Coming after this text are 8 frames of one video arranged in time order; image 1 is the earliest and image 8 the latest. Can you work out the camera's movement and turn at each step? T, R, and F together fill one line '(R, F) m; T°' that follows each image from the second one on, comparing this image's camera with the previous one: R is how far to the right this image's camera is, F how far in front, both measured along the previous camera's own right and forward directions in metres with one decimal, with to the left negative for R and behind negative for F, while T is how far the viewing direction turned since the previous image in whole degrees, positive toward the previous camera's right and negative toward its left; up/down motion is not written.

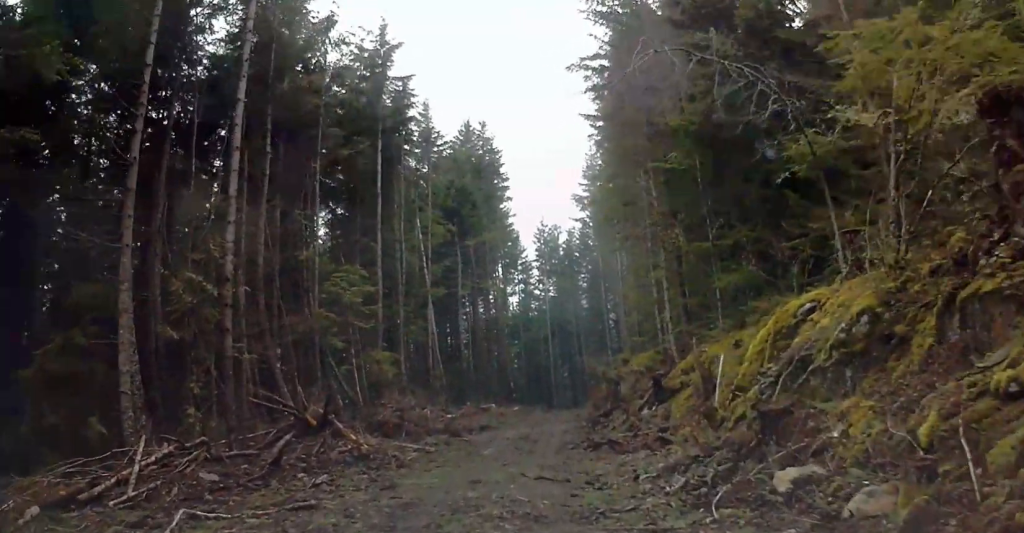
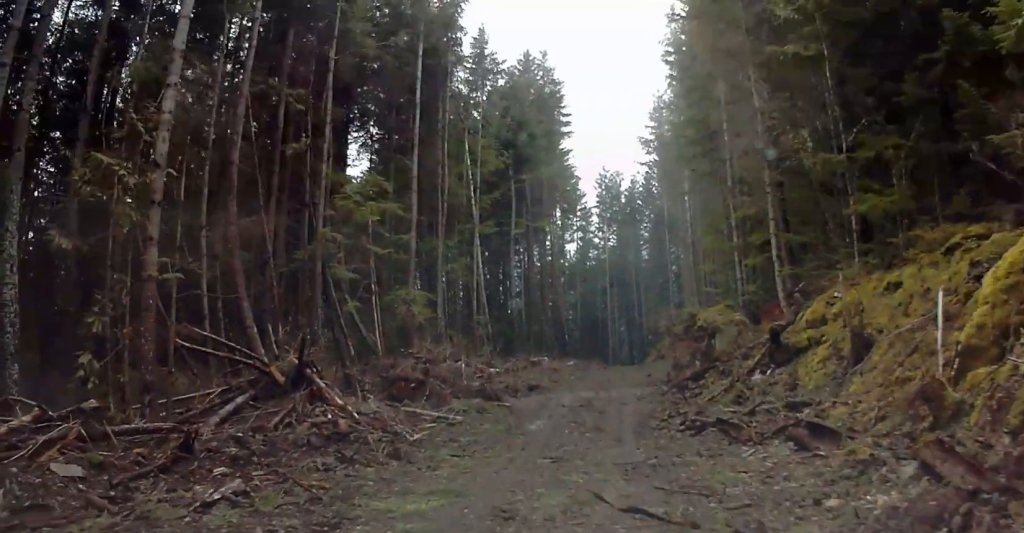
(-0.4, +6.8) m; -3°
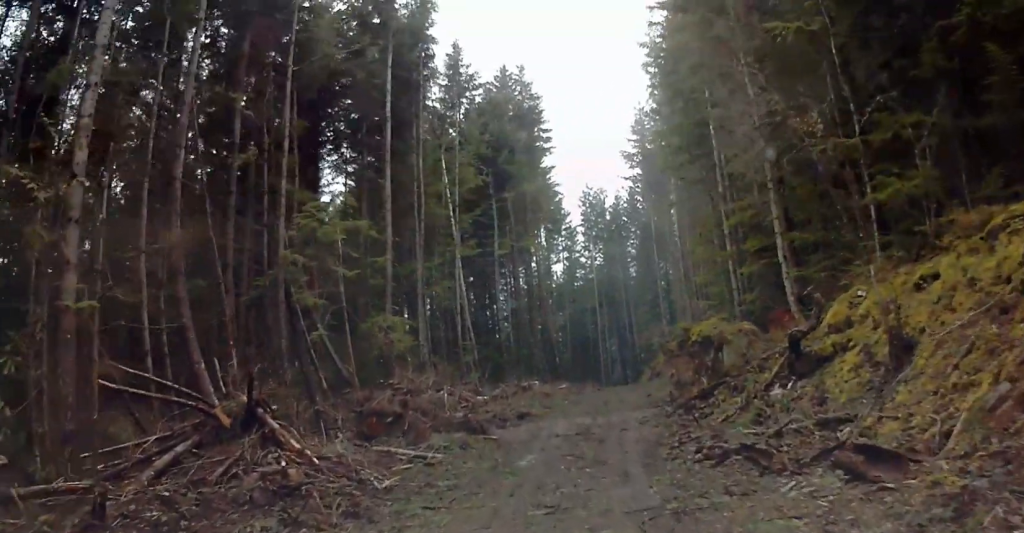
(+0.1, +2.3) m; 0°
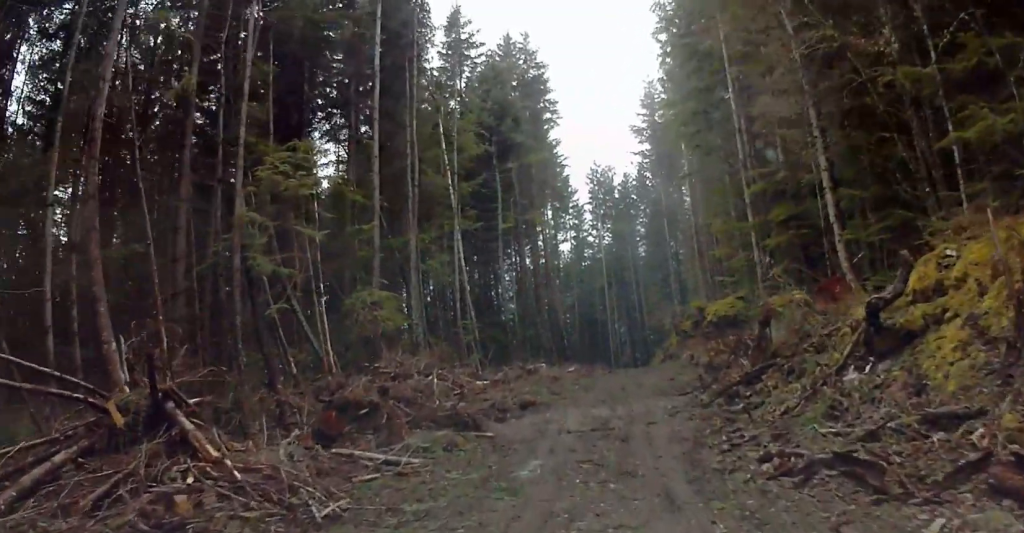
(+0.1, +3.7) m; 0°
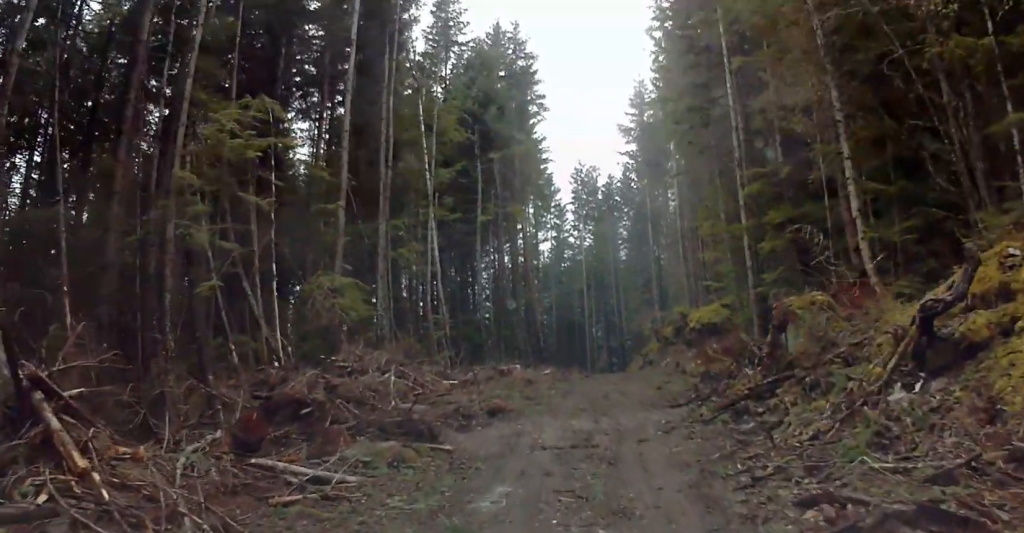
(-0.2, +2.6) m; 0°
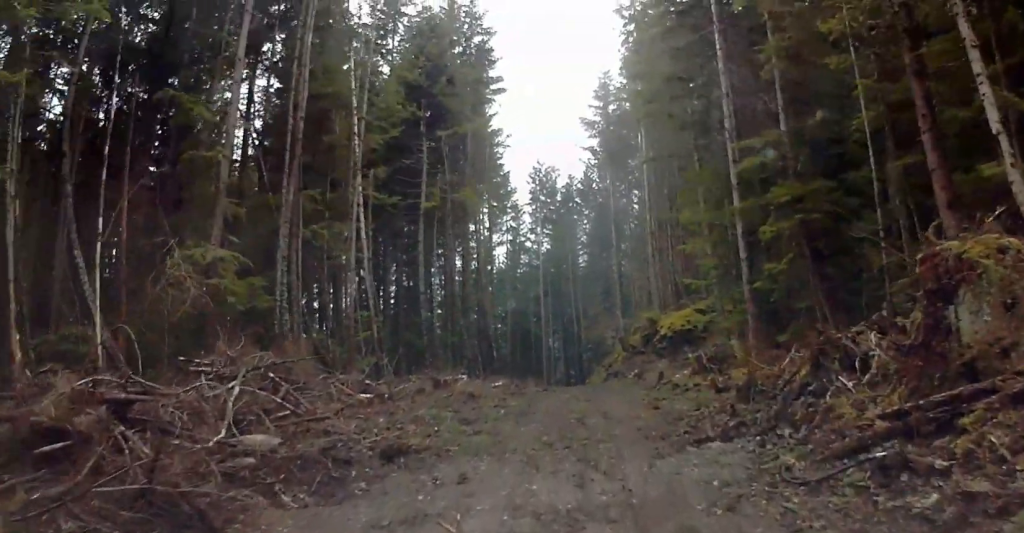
(+1.0, +6.9) m; +12°
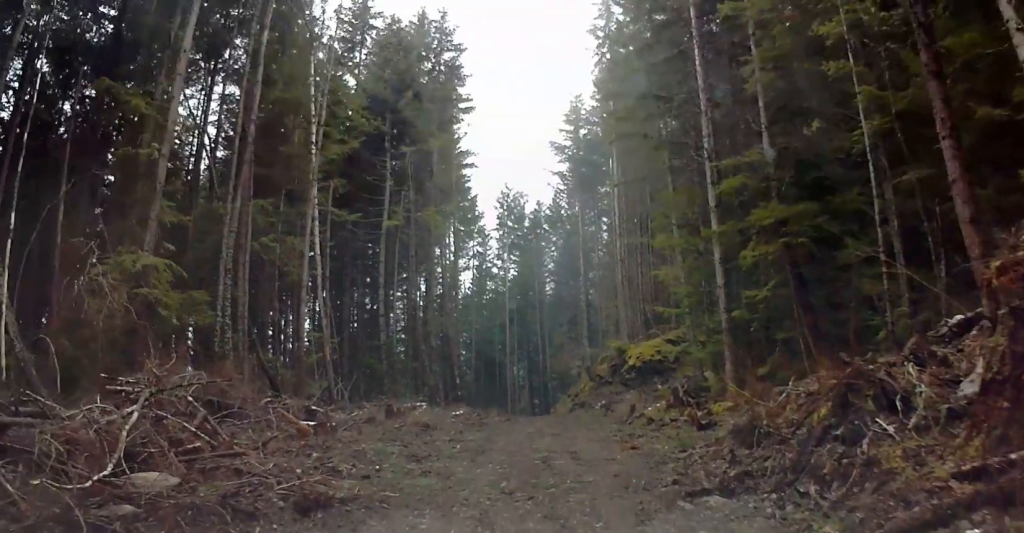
(+0.2, +2.0) m; 0°
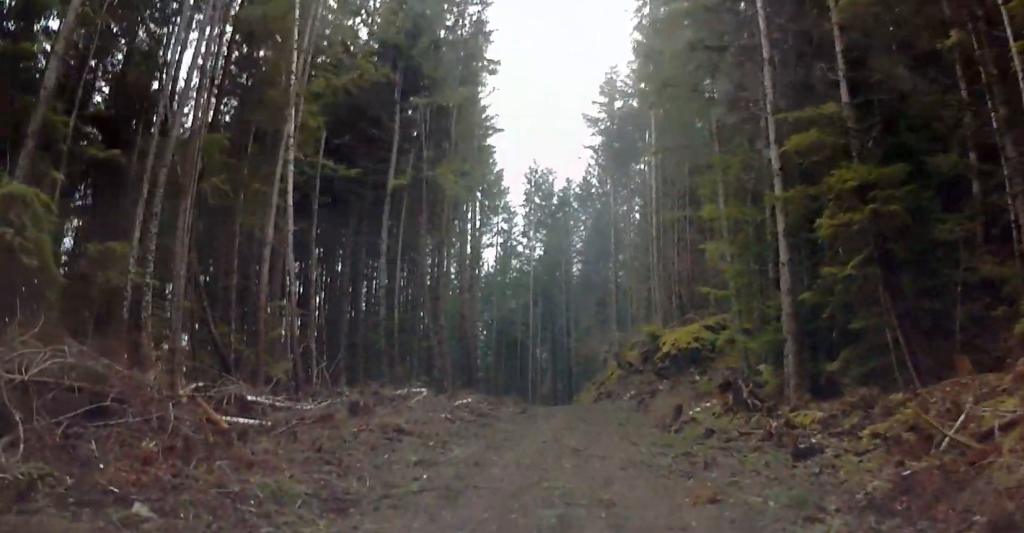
(-1.3, +5.9) m; -19°
